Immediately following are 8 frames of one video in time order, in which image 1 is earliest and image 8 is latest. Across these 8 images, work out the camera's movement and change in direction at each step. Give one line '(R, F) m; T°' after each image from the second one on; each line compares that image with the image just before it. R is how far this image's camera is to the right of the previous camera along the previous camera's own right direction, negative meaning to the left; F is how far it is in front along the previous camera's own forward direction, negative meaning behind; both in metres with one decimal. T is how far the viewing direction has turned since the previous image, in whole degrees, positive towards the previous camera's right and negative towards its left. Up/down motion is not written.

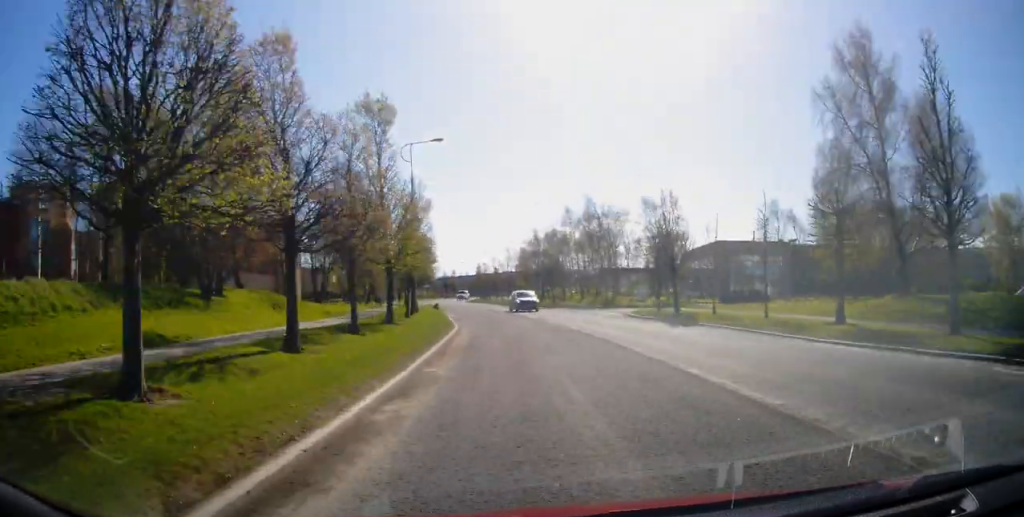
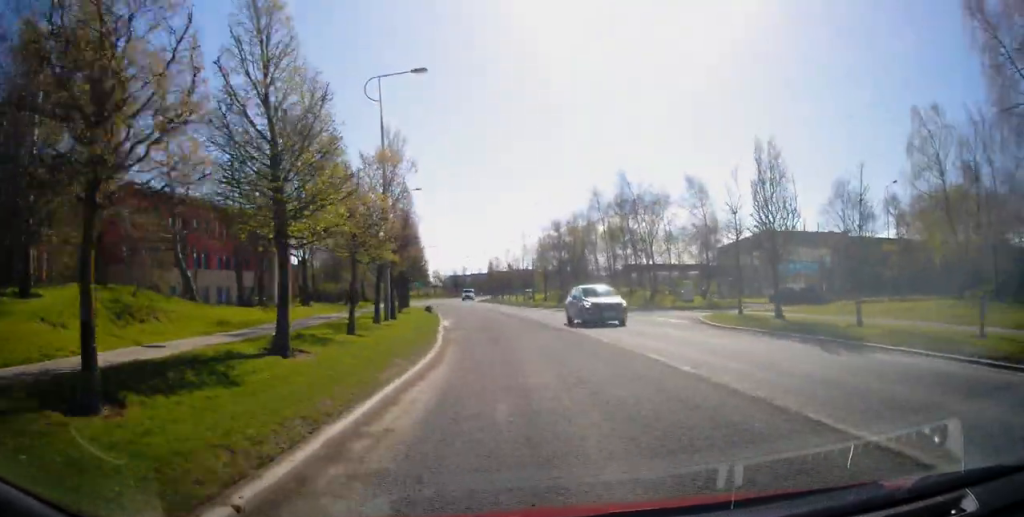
(0.0, +11.0) m; -2°
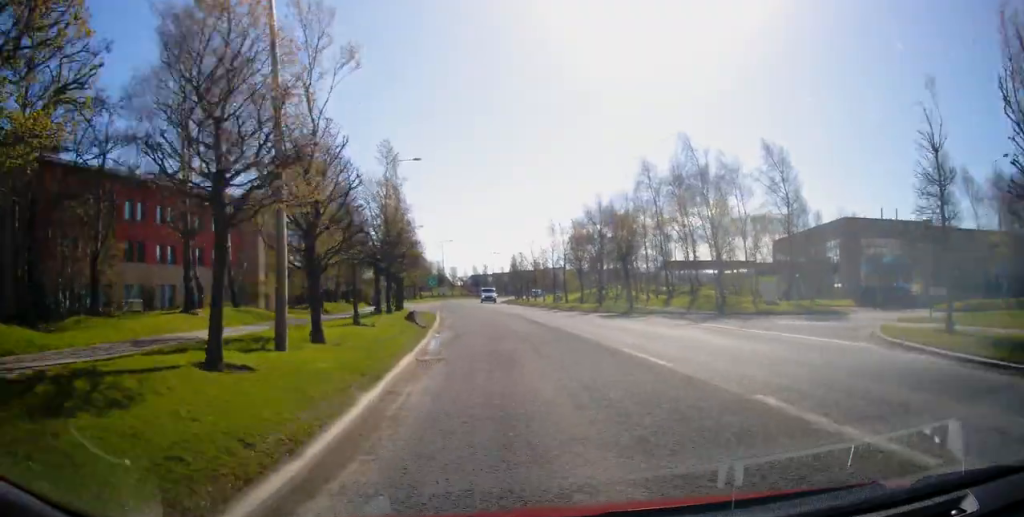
(-0.4, +12.3) m; -4°
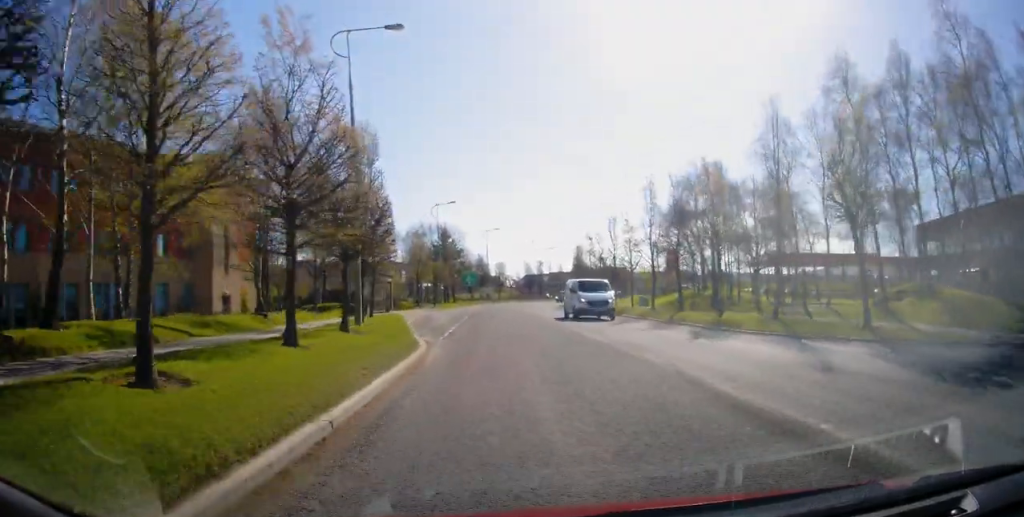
(-1.0, +21.7) m; -5°
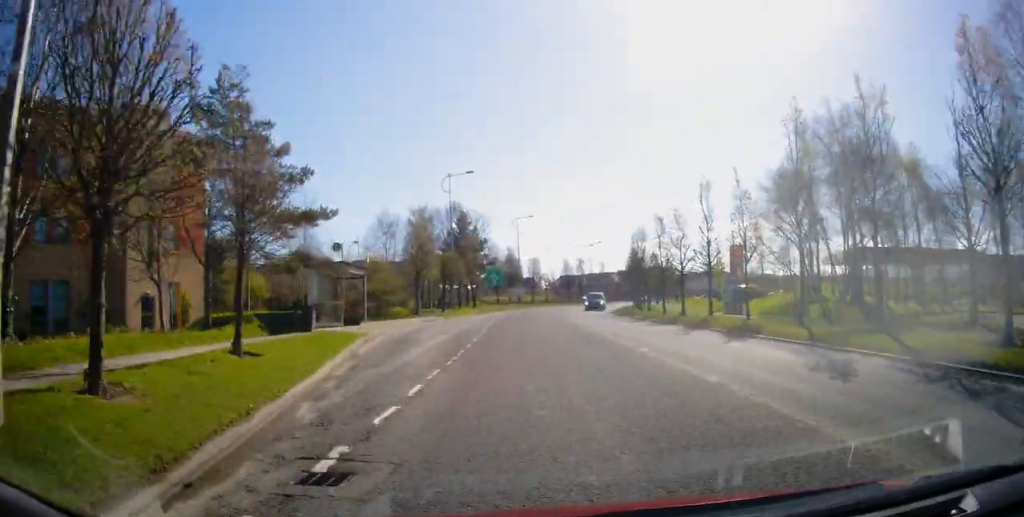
(-0.4, +15.5) m; -3°
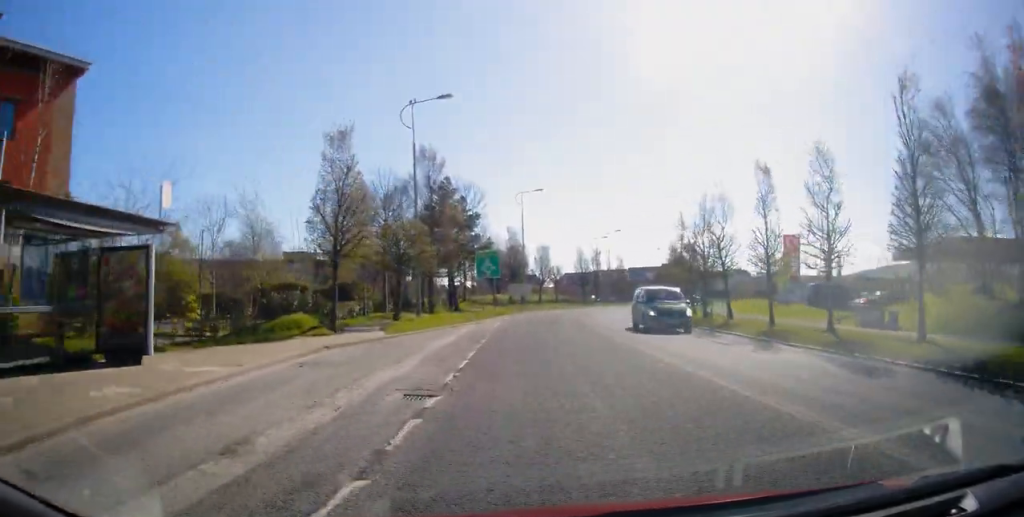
(-0.2, +16.8) m; +1°
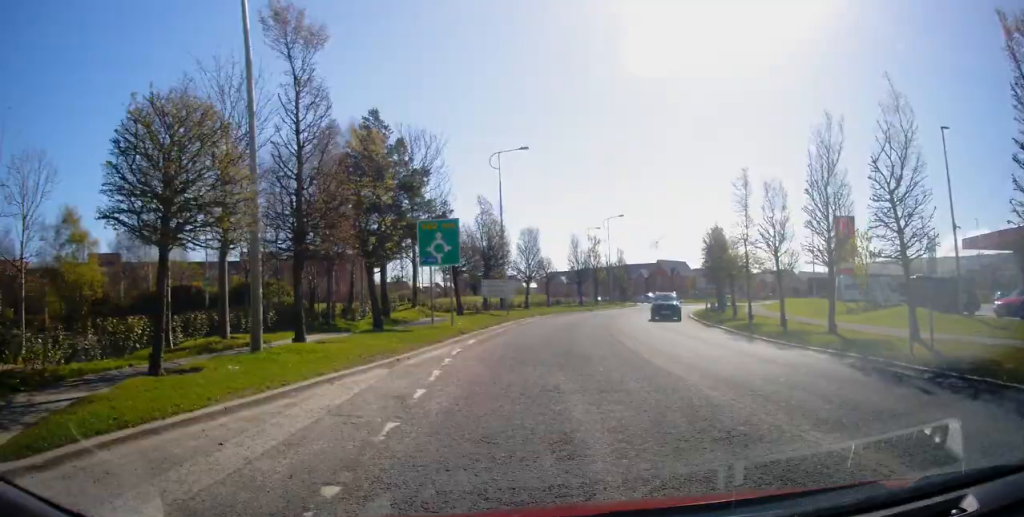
(+0.5, +15.6) m; +1°
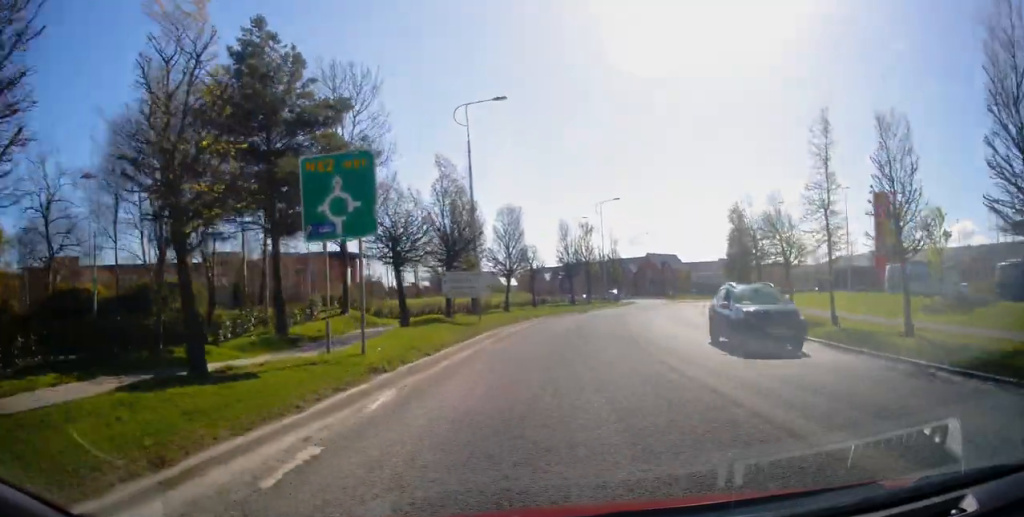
(-0.2, +9.3) m; +1°
